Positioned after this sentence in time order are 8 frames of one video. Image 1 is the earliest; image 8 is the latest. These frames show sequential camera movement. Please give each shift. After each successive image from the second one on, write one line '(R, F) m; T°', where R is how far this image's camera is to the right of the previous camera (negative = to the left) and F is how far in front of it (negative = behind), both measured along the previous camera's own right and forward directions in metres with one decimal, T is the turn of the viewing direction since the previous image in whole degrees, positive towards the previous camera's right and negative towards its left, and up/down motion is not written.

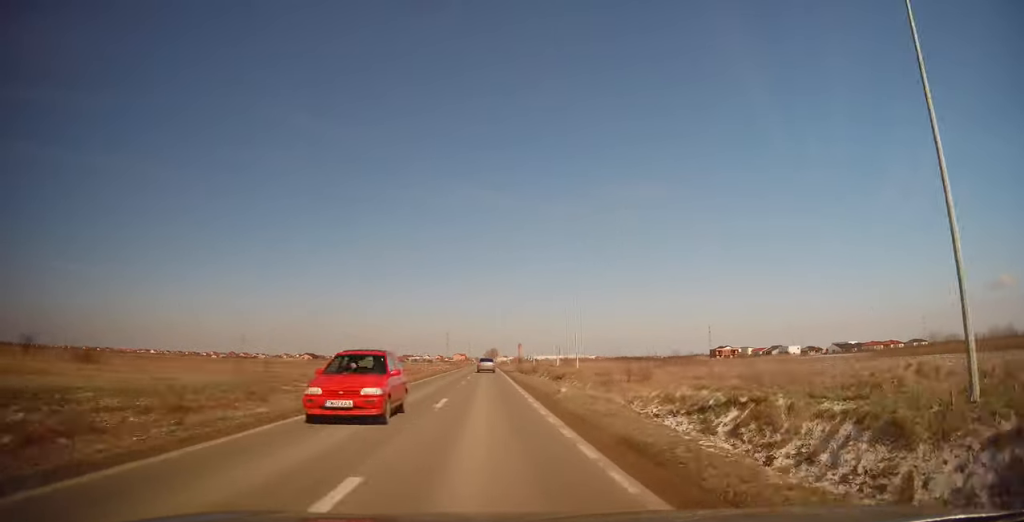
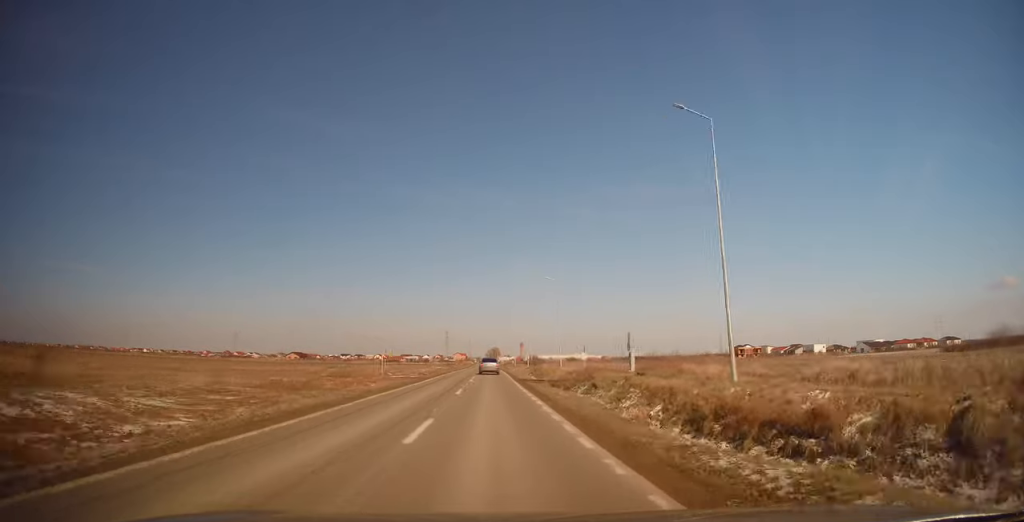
(-0.1, +29.9) m; 0°
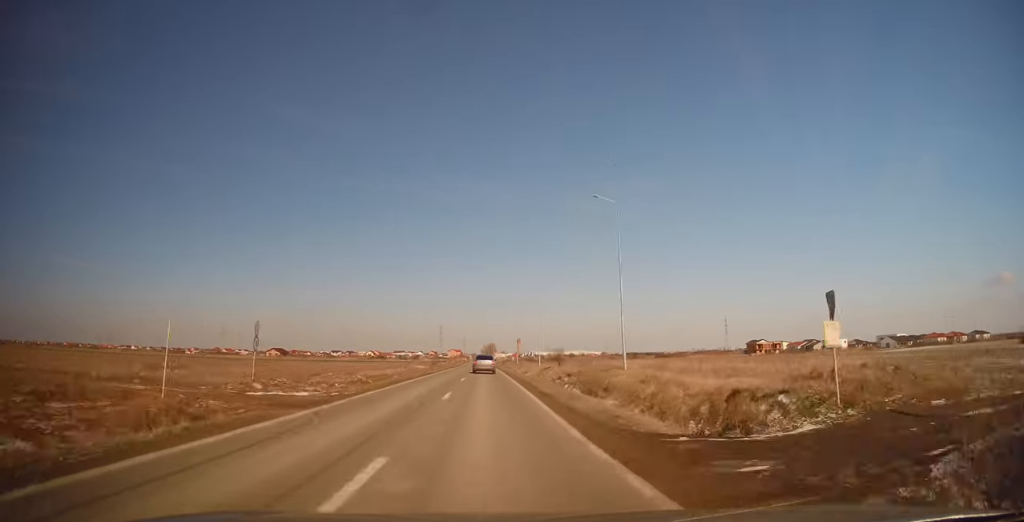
(0.0, +28.6) m; 0°
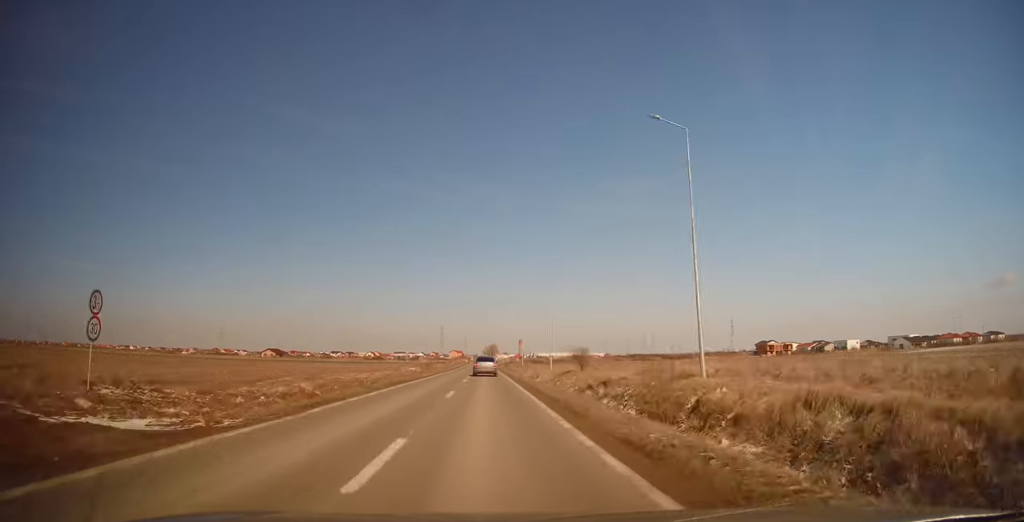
(+0.1, +10.7) m; 0°
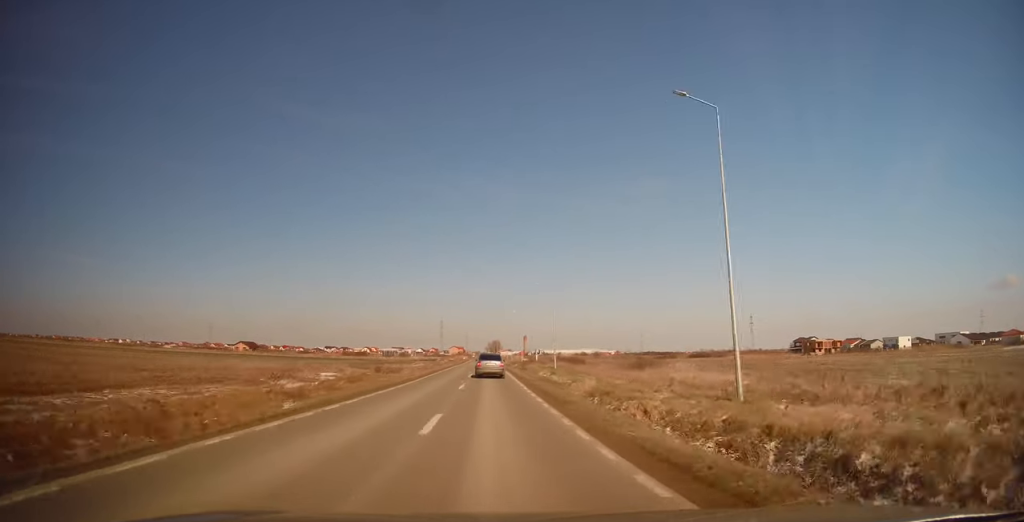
(0.0, +44.0) m; 0°
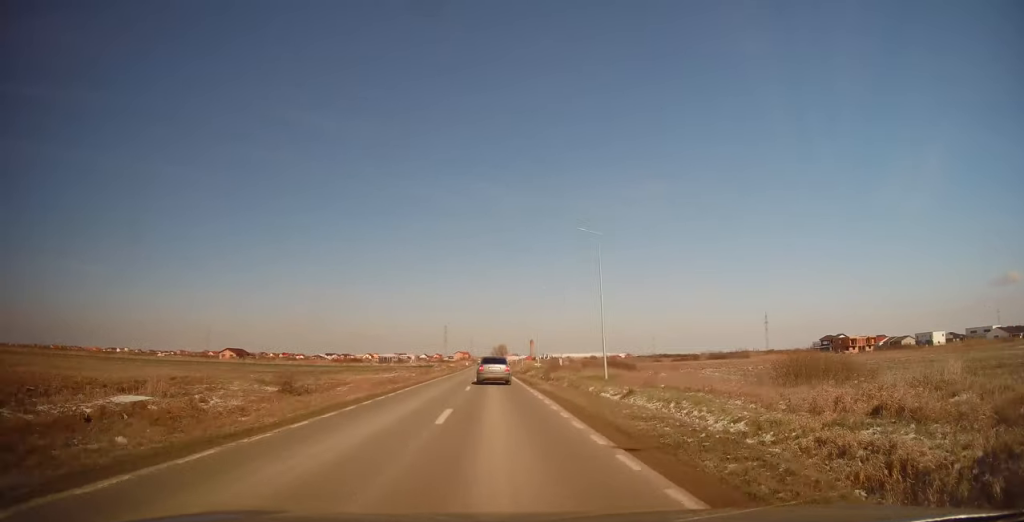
(+0.1, +21.8) m; -1°
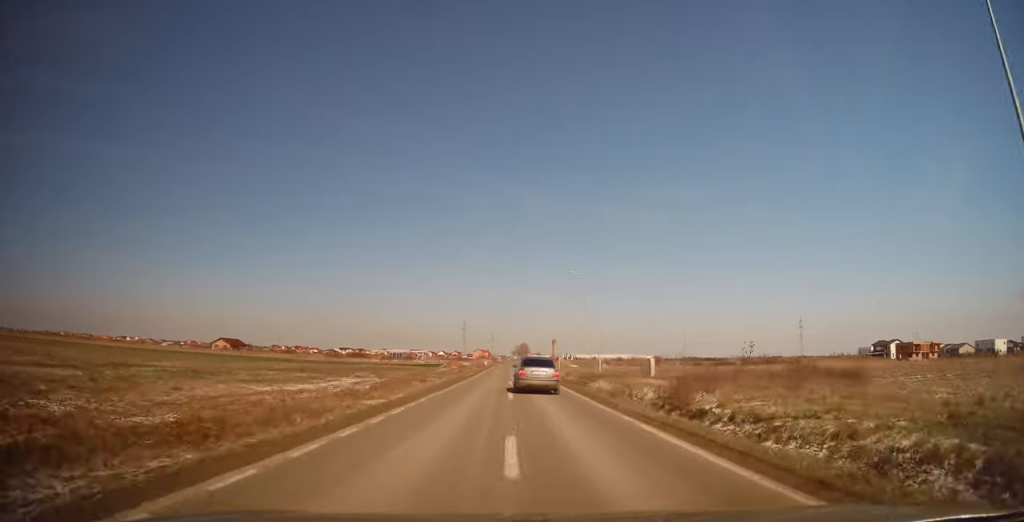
(-0.4, +28.0) m; -1°
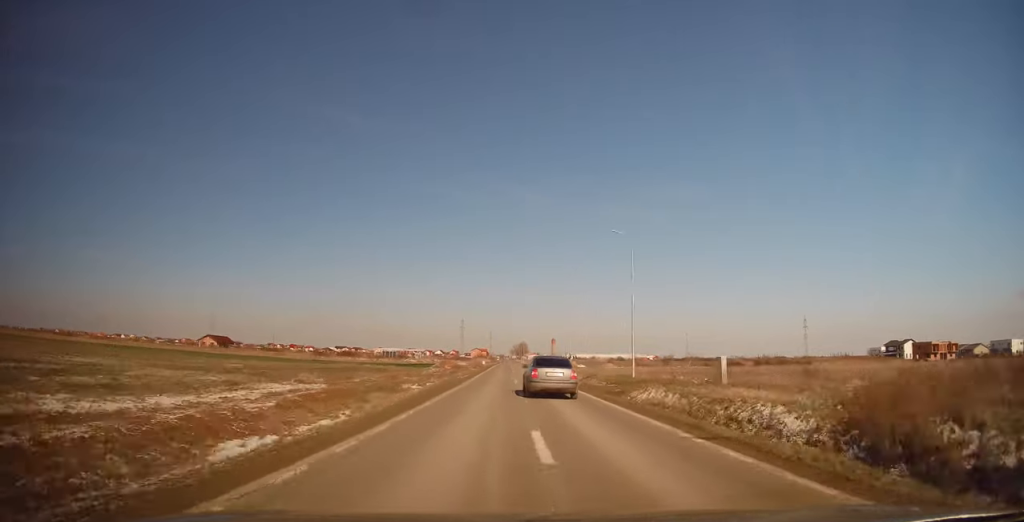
(0.0, +10.9) m; 0°
